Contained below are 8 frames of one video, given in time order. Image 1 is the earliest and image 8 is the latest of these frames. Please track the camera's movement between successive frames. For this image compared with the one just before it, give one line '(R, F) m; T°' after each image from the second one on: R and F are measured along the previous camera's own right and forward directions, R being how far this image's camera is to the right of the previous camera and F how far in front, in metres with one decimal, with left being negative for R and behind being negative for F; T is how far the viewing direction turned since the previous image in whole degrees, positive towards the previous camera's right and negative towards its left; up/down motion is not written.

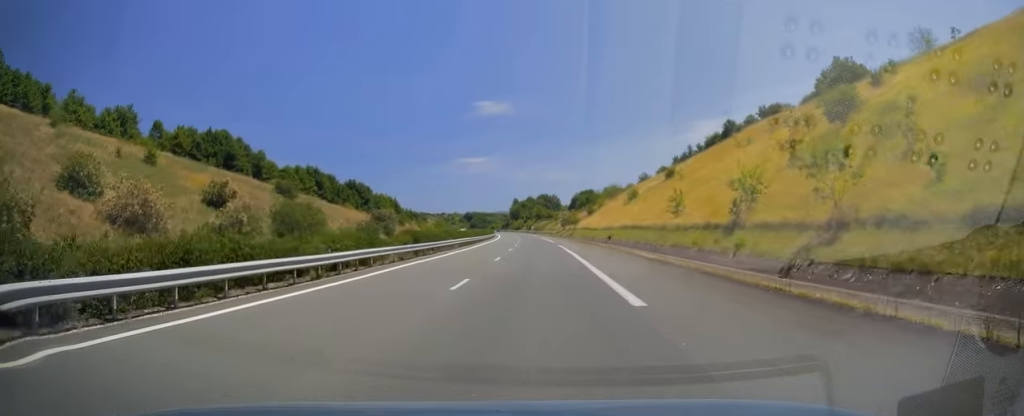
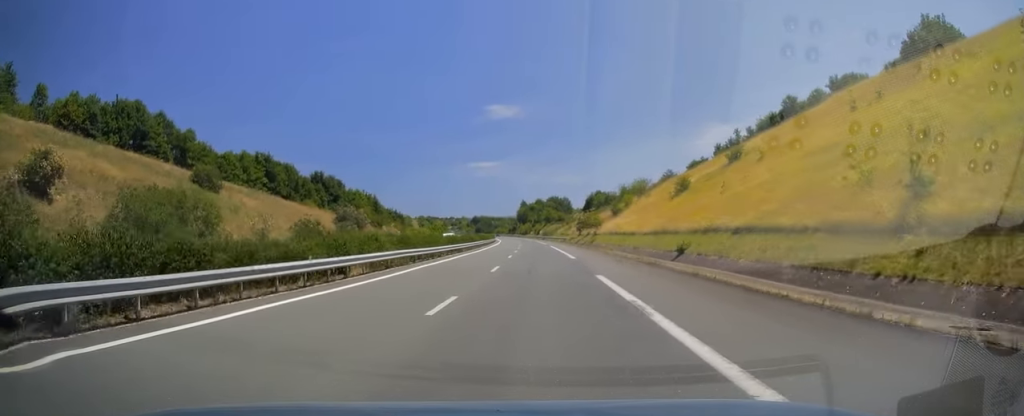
(-0.6, +29.5) m; -2°
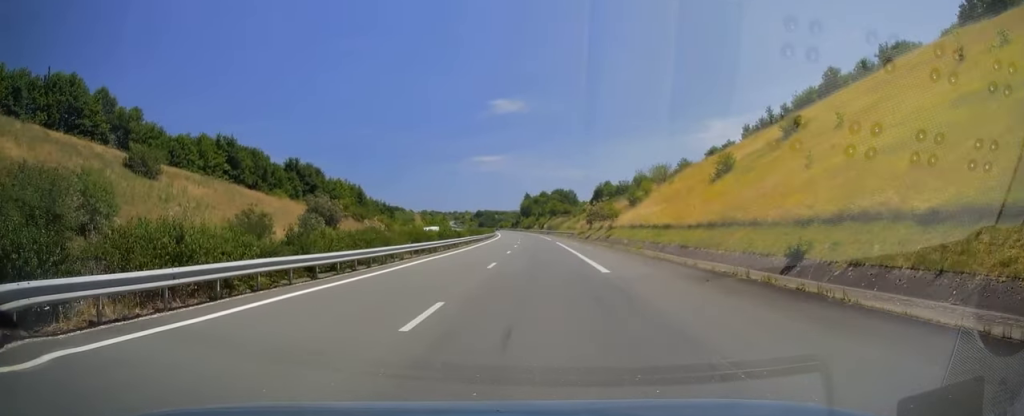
(-0.1, +15.2) m; 0°
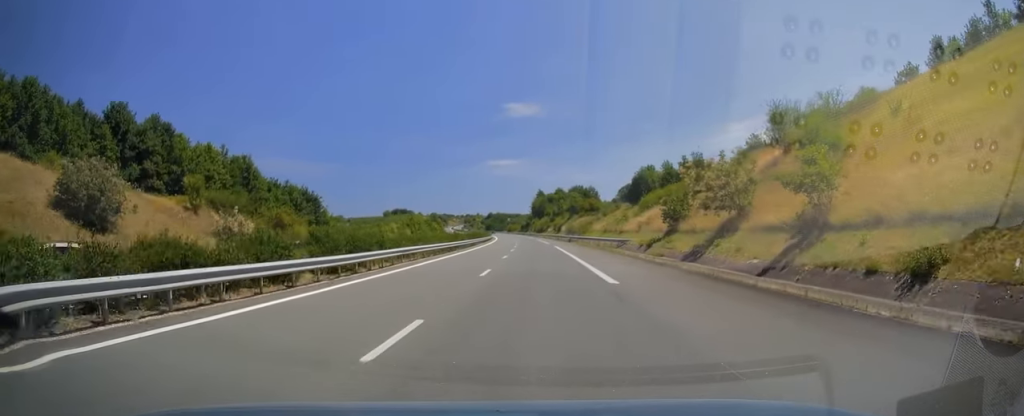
(-0.2, +54.1) m; -1°
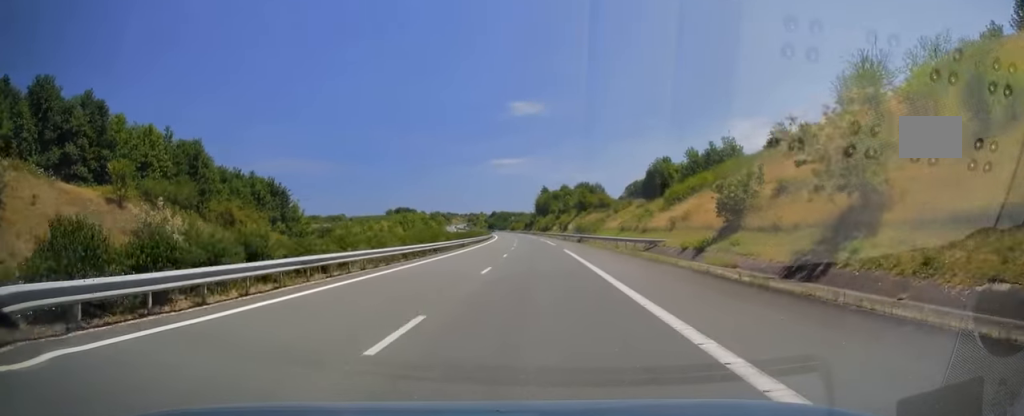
(-0.2, +12.8) m; 0°
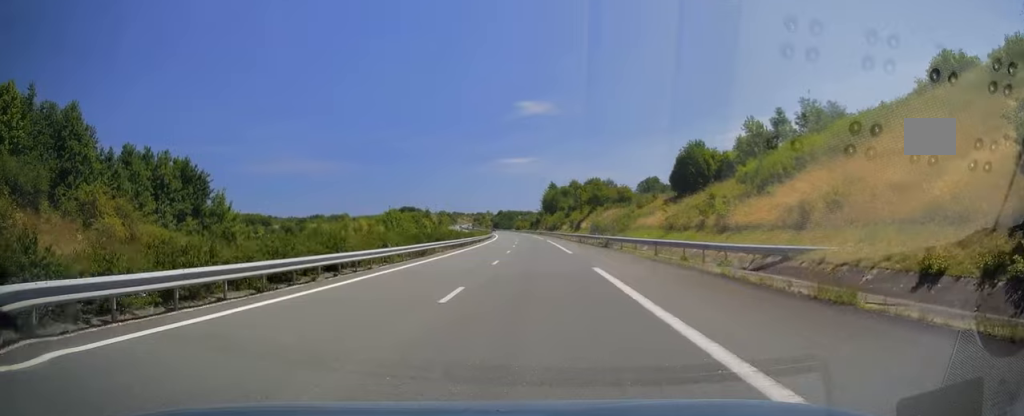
(-0.1, +21.1) m; -1°
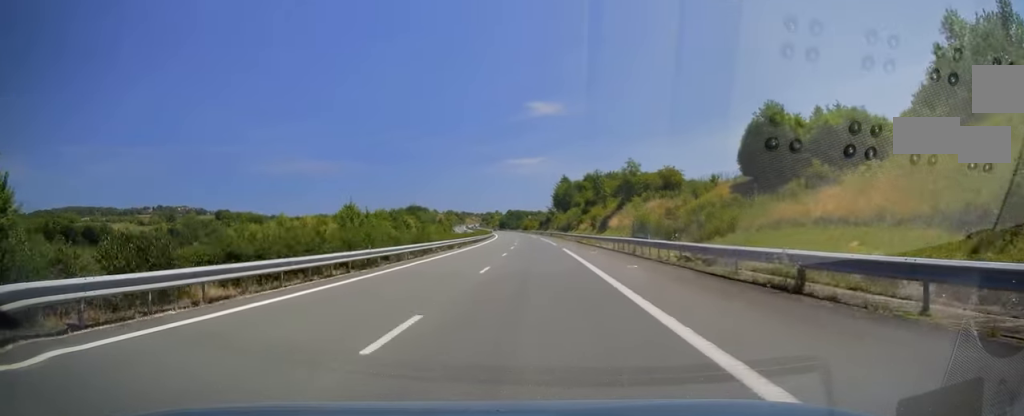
(-0.2, +30.8) m; -1°
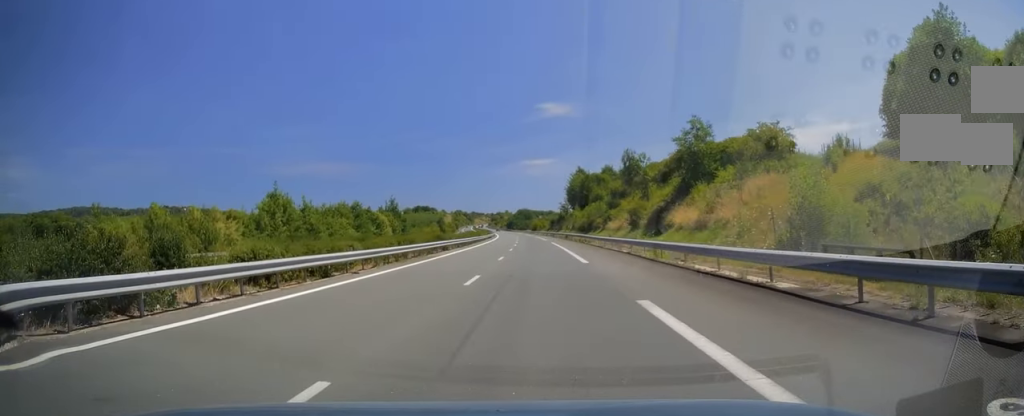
(-0.2, +30.3) m; -1°
